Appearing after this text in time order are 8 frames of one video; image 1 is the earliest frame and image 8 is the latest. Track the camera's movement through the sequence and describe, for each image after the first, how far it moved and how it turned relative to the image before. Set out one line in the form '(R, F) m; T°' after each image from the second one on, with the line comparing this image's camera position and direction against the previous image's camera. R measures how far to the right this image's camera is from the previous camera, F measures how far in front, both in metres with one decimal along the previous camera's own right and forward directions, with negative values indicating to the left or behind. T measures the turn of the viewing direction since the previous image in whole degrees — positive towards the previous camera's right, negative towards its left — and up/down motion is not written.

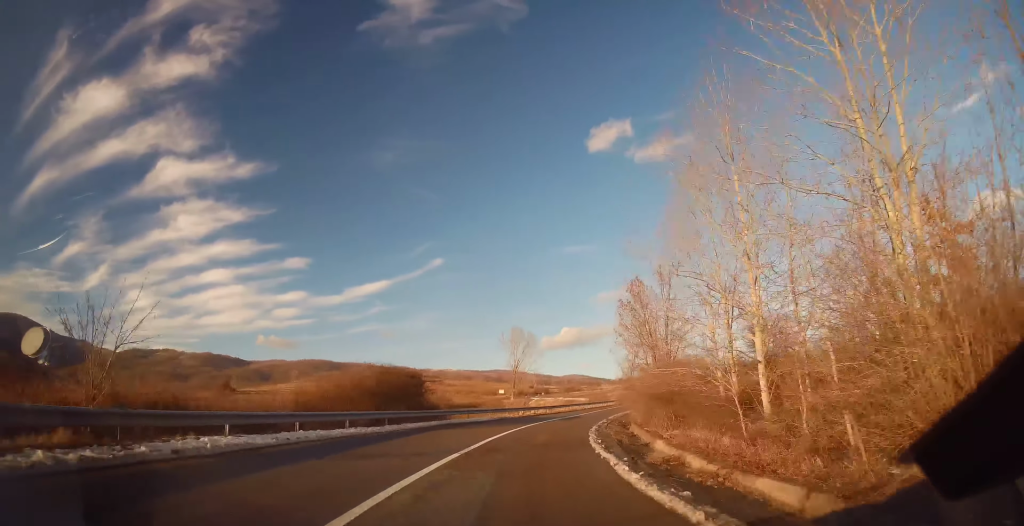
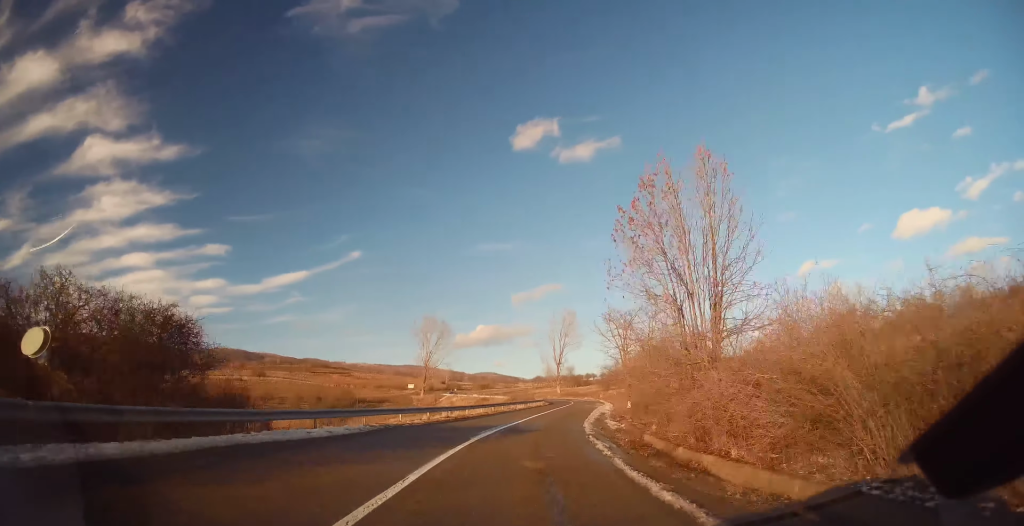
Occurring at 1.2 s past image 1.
(+1.7, +18.5) m; +9°
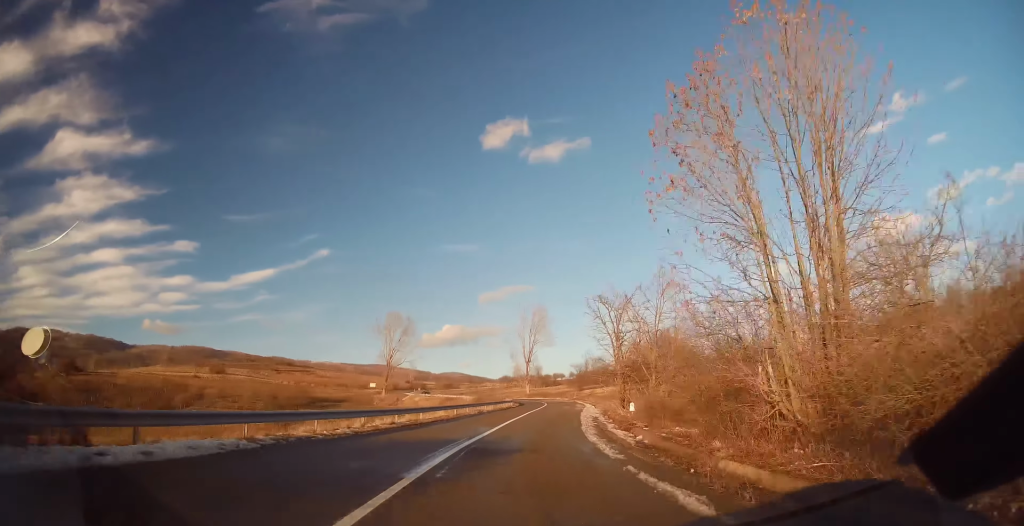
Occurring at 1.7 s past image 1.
(+0.3, +8.3) m; +3°
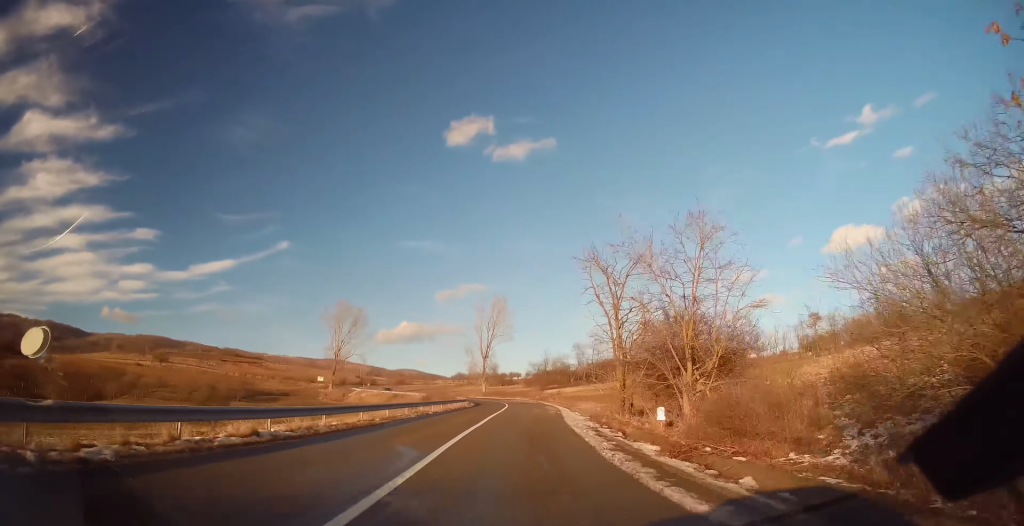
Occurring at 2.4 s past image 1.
(+0.2, +10.4) m; +3°
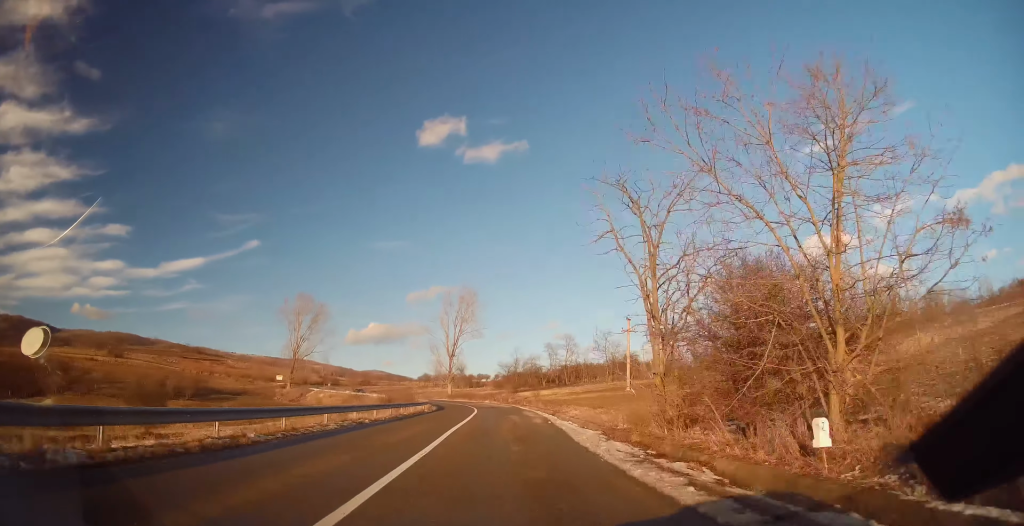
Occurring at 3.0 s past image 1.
(+0.1, +9.9) m; +2°
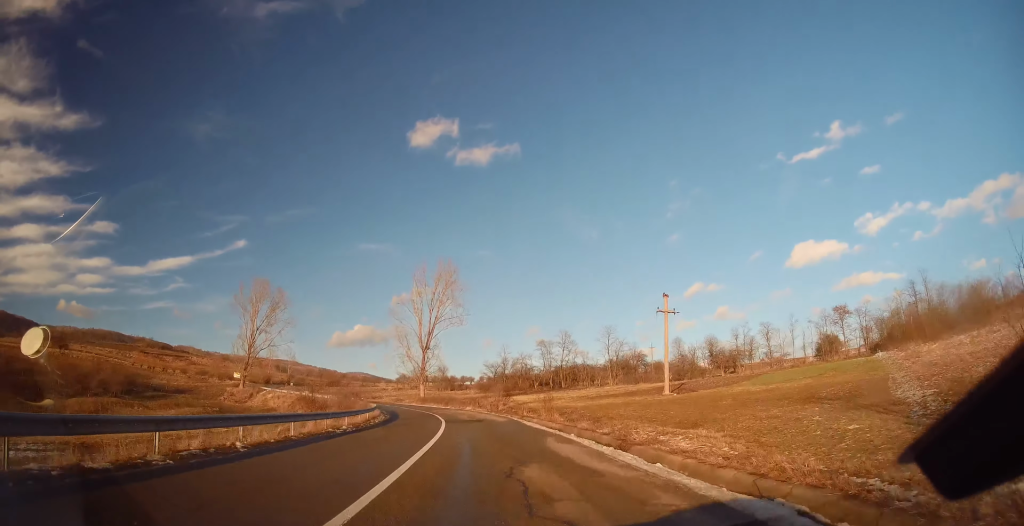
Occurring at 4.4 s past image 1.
(+1.0, +21.9) m; +2°
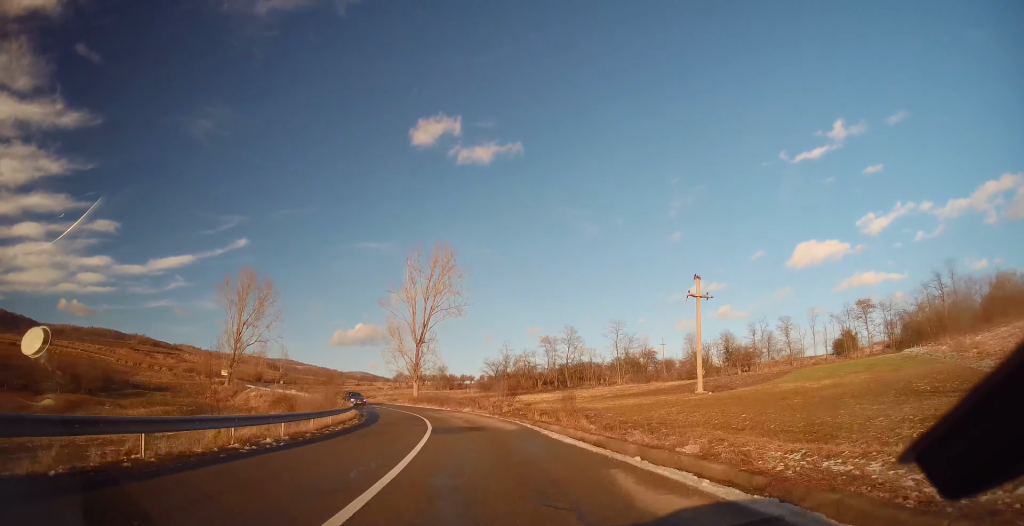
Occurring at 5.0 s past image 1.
(+0.1, +8.4) m; -1°
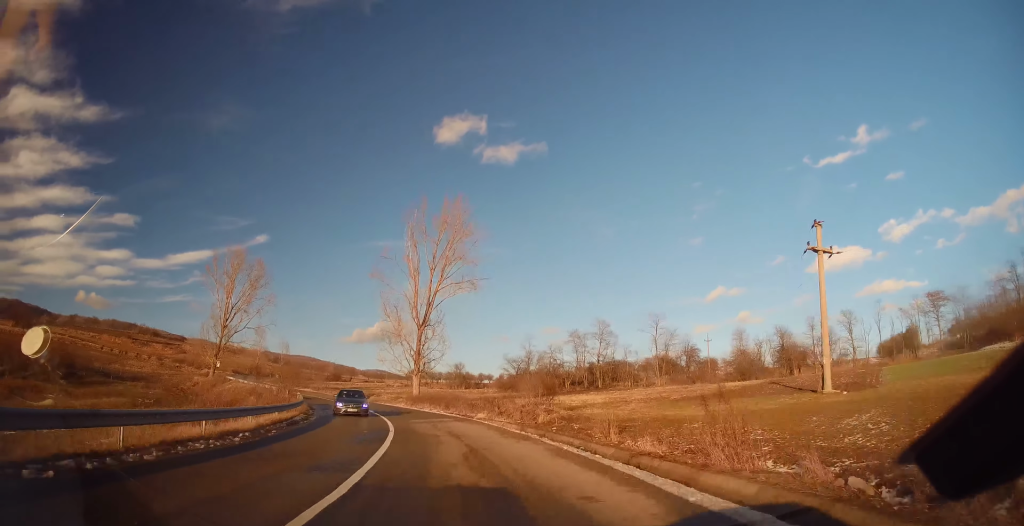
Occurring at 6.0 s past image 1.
(-0.7, +16.5) m; -5°
